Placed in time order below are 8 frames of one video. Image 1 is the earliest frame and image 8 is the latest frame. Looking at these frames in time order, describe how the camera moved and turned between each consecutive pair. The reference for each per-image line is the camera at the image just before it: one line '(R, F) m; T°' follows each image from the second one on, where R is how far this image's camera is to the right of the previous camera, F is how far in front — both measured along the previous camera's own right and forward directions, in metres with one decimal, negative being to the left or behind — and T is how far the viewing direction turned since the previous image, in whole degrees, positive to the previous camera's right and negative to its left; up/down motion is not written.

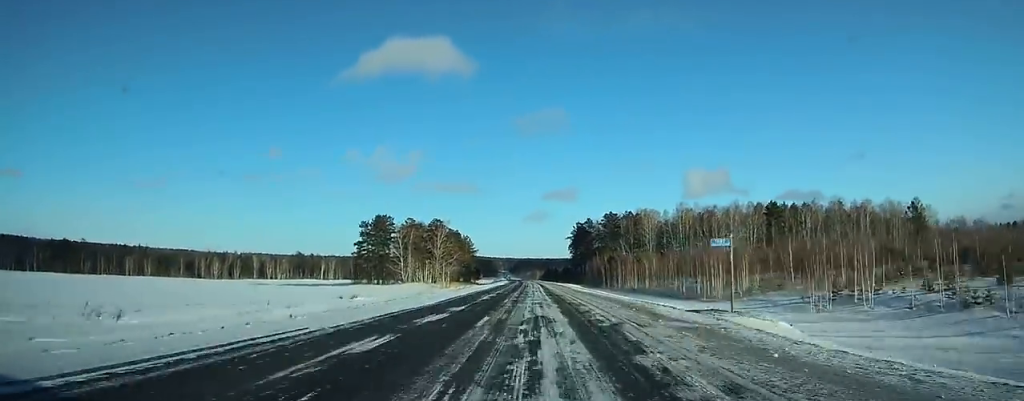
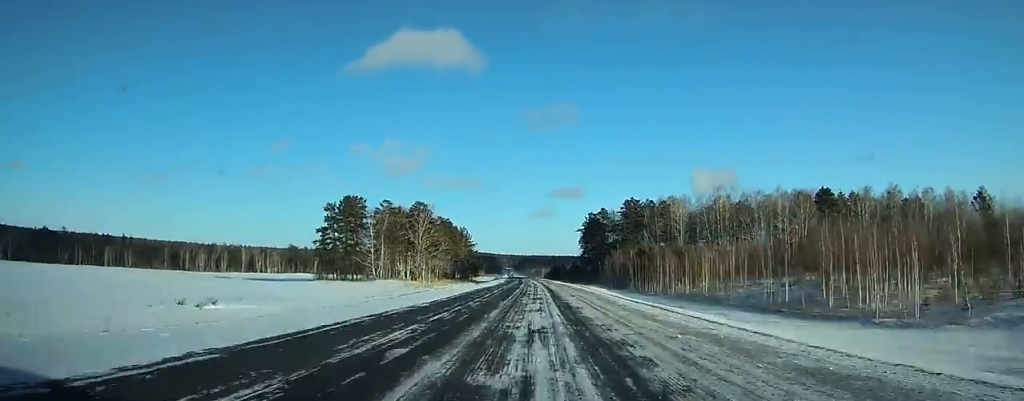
(-0.5, +32.8) m; -1°
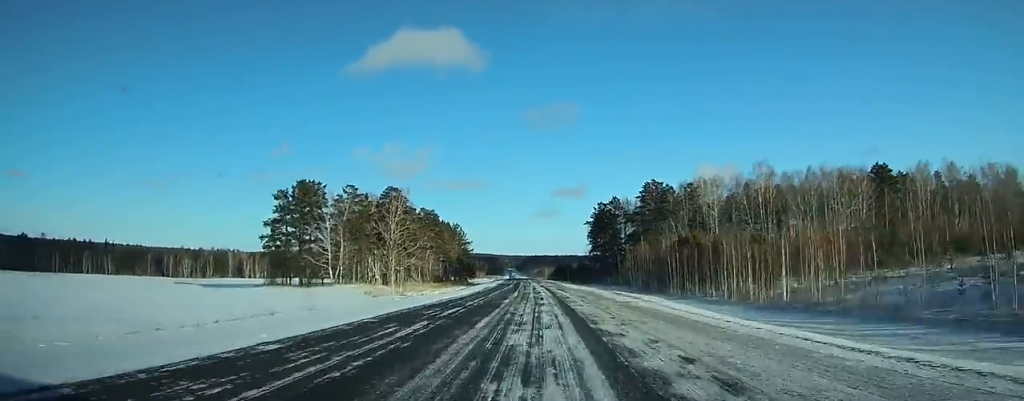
(-0.2, +27.8) m; 0°
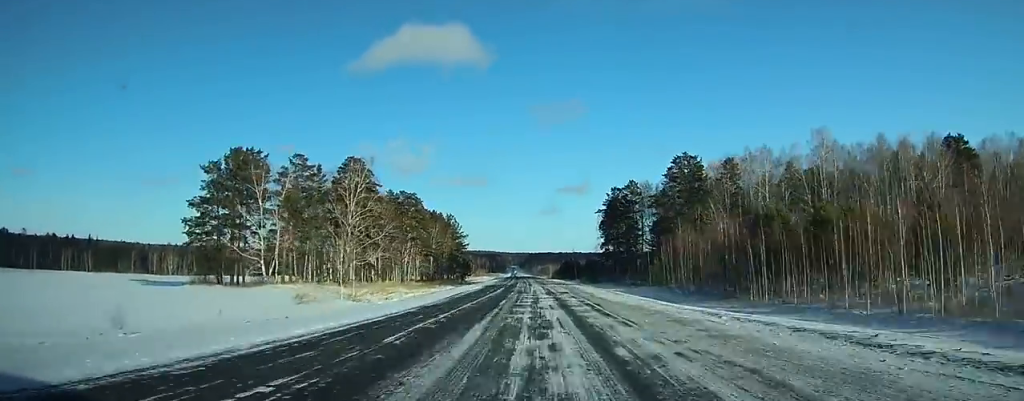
(-0.1, +26.1) m; 0°
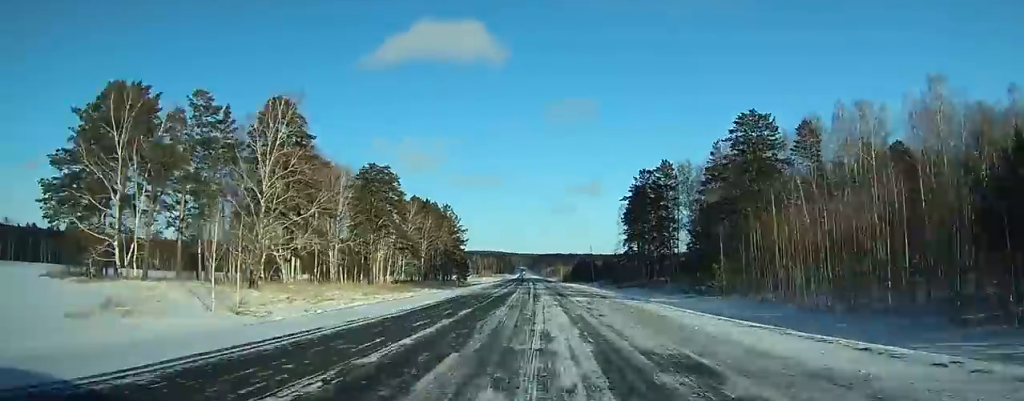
(0.0, +29.2) m; 0°
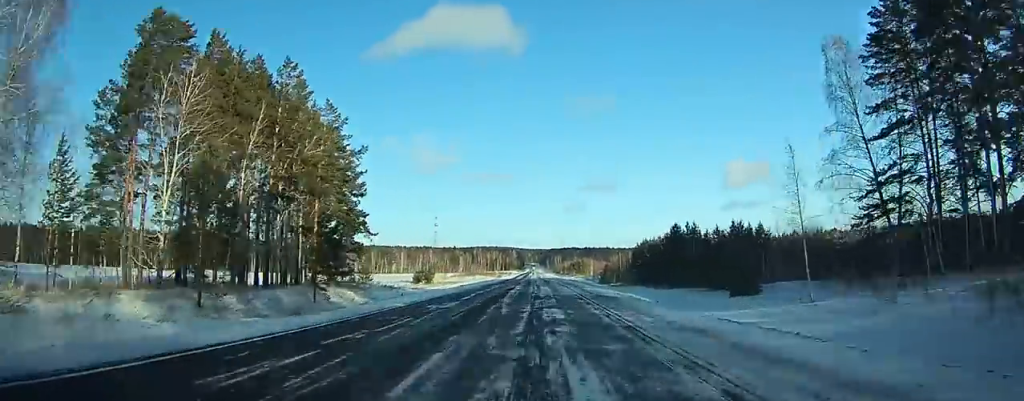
(-1.1, +120.0) m; -1°
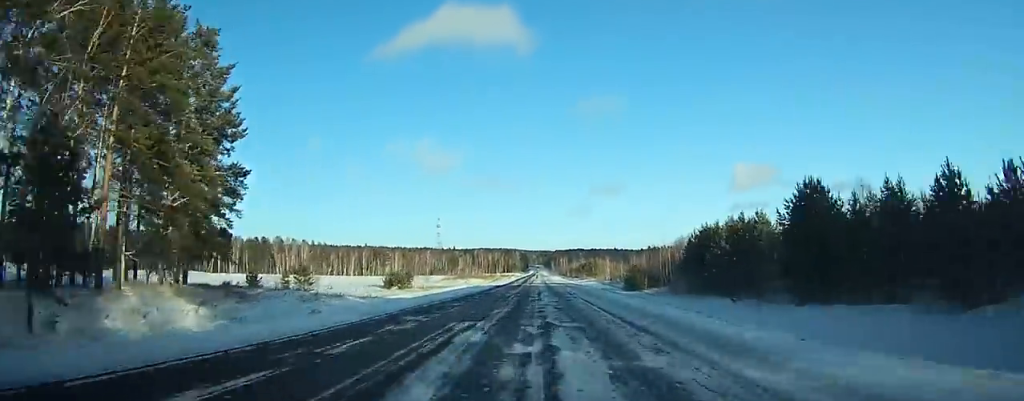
(0.0, +34.8) m; 0°
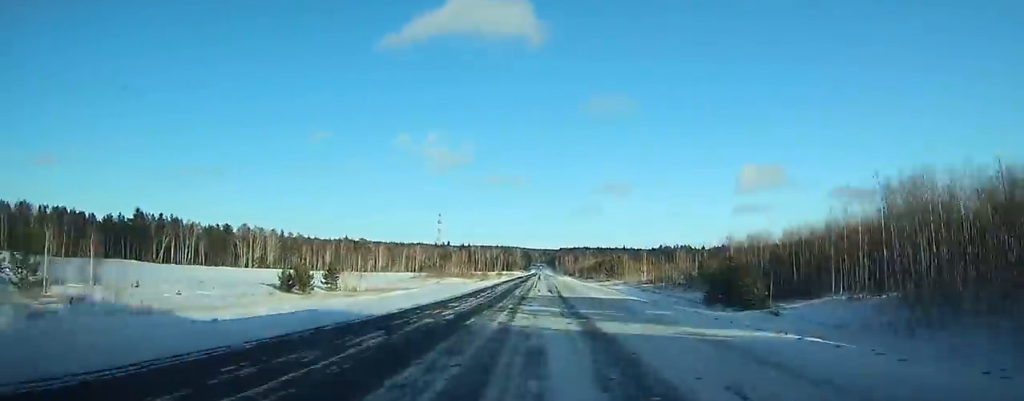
(-0.2, +53.7) m; -1°
